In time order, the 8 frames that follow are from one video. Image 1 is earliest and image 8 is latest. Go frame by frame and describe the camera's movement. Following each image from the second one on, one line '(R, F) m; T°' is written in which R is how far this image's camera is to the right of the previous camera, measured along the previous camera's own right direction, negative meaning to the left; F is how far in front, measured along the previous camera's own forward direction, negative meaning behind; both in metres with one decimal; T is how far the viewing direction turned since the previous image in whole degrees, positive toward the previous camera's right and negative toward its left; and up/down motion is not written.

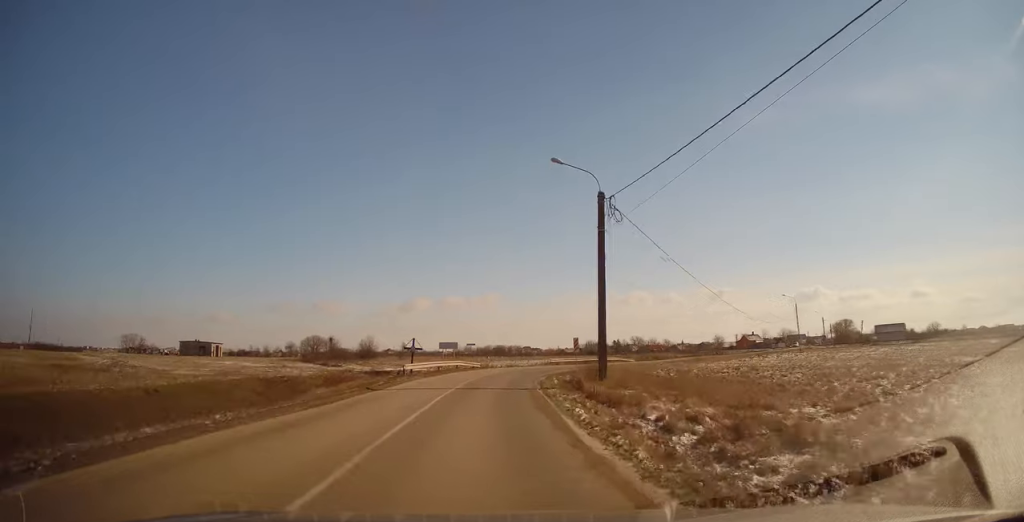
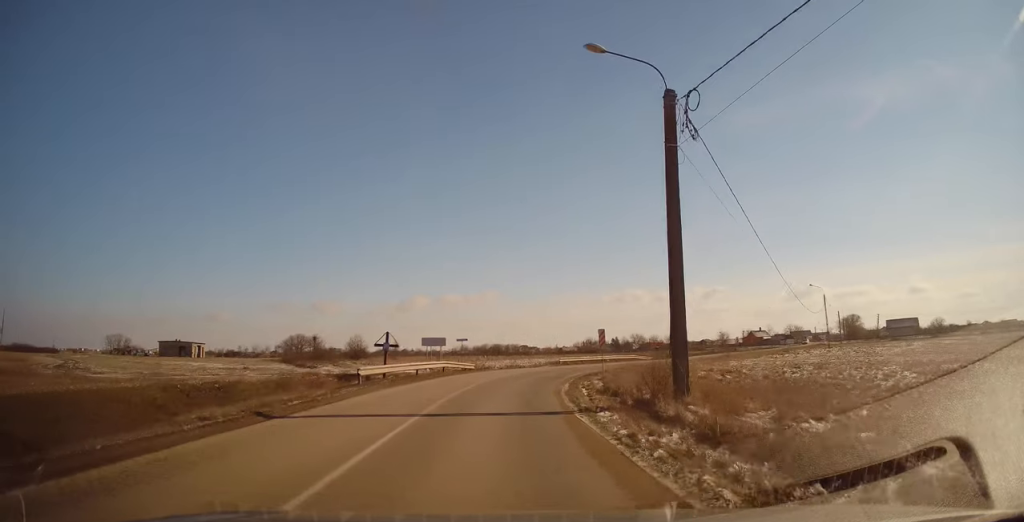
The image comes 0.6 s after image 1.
(+0.2, +9.2) m; +1°
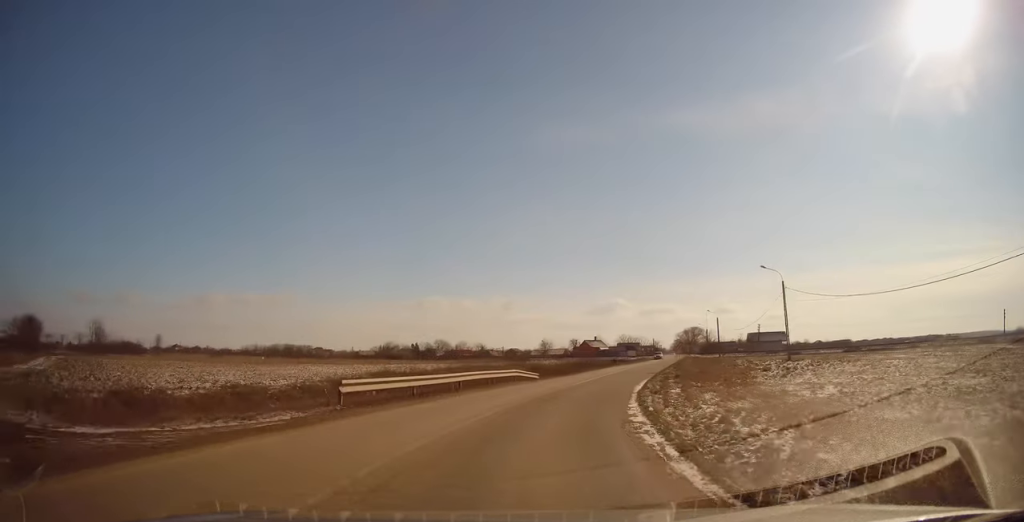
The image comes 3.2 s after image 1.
(+3.2, +34.4) m; +18°
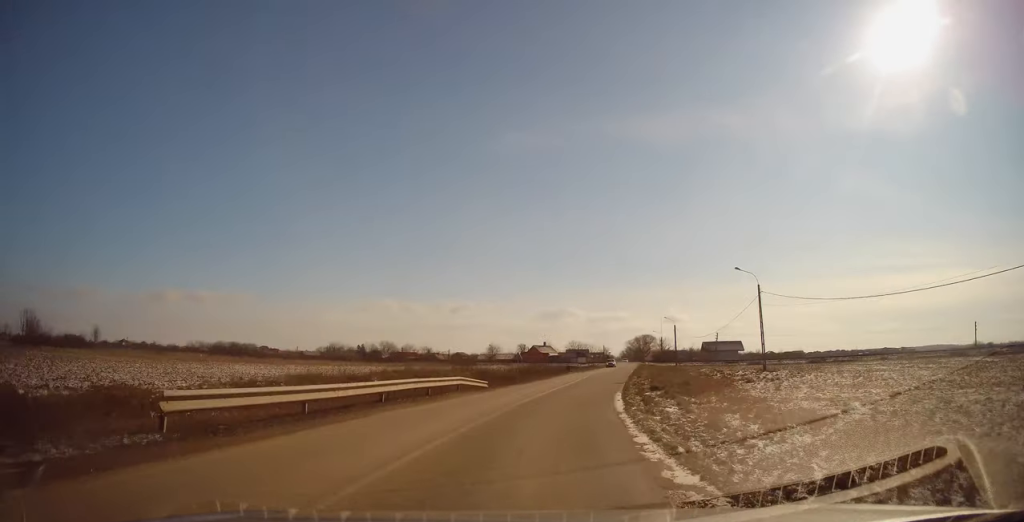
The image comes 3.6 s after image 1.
(+0.4, +5.4) m; +6°
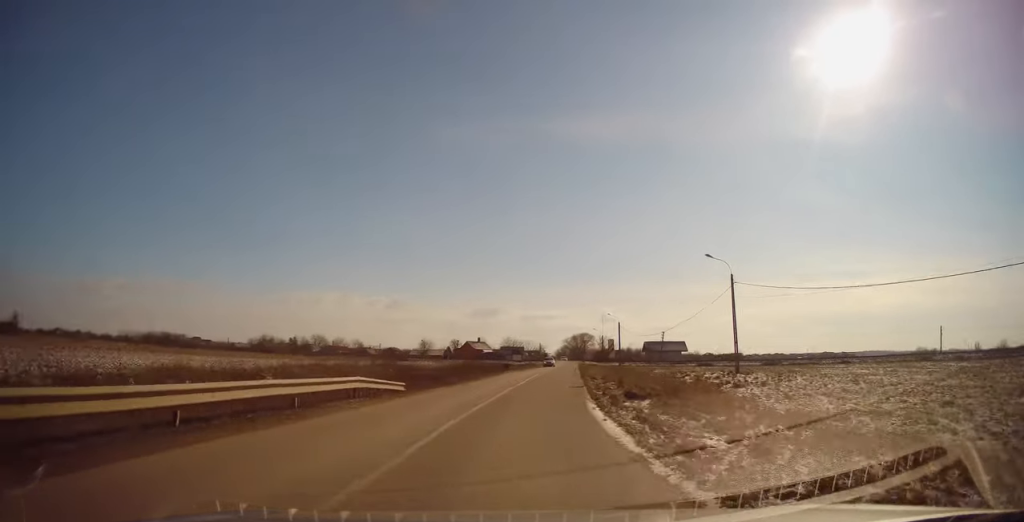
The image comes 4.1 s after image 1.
(+0.3, +7.2) m; +7°
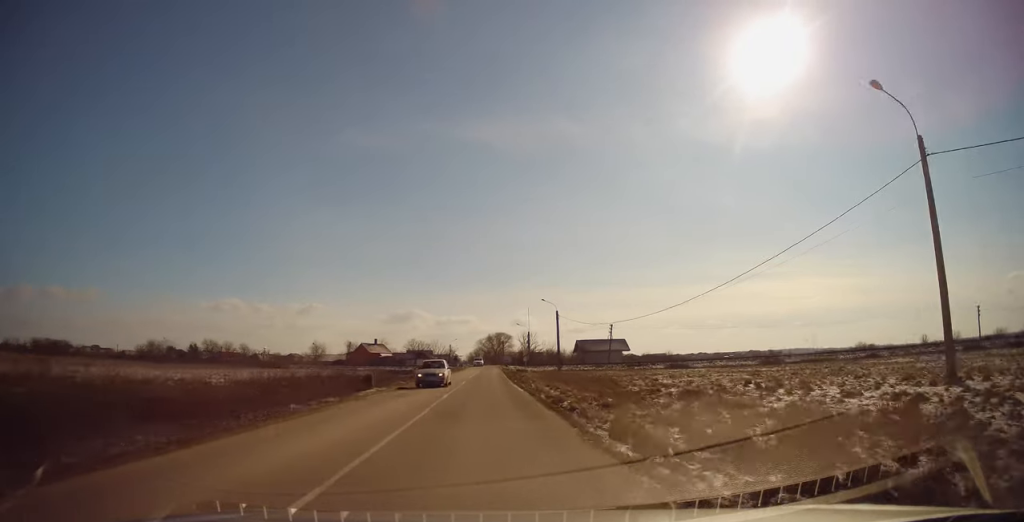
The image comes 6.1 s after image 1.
(+4.5, +28.4) m; +13°
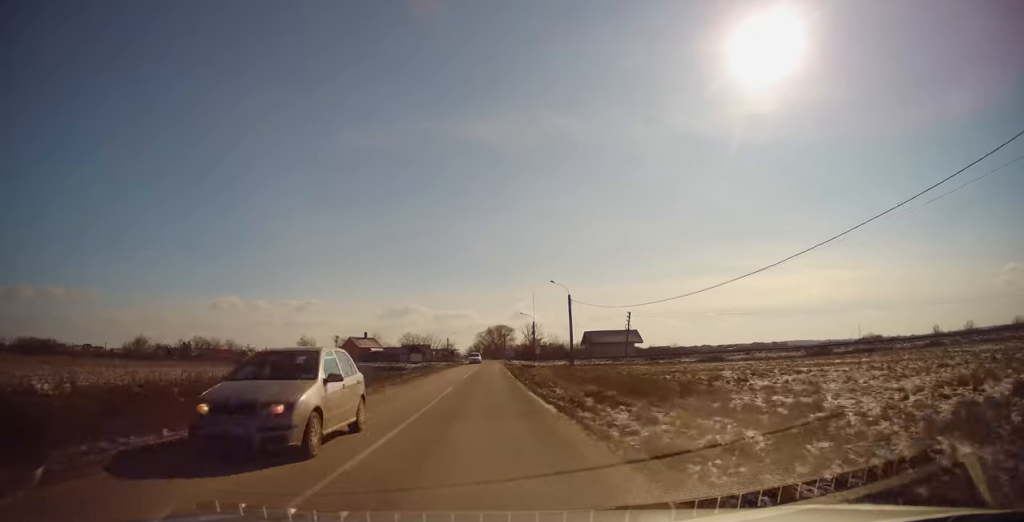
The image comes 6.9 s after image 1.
(+0.3, +11.9) m; 0°
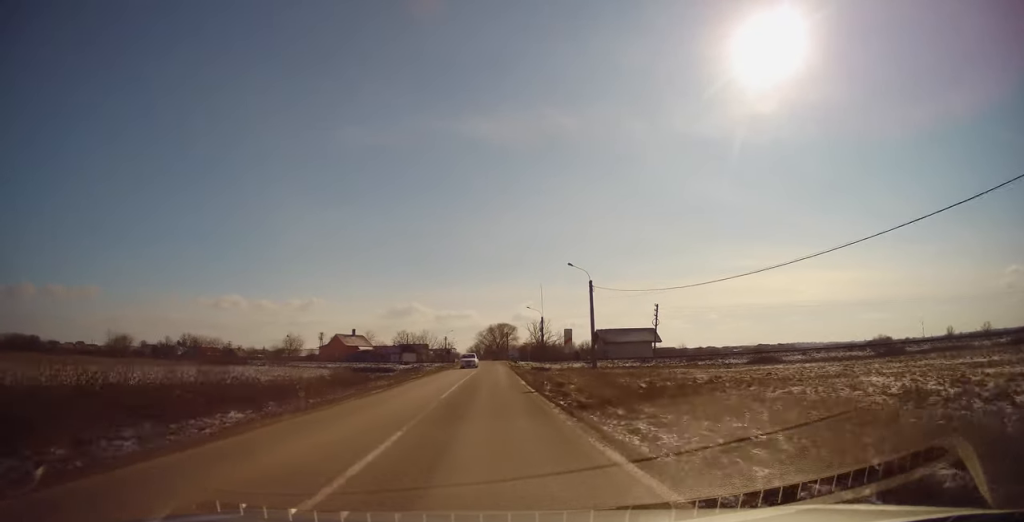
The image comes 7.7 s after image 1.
(-0.2, +13.0) m; -1°
